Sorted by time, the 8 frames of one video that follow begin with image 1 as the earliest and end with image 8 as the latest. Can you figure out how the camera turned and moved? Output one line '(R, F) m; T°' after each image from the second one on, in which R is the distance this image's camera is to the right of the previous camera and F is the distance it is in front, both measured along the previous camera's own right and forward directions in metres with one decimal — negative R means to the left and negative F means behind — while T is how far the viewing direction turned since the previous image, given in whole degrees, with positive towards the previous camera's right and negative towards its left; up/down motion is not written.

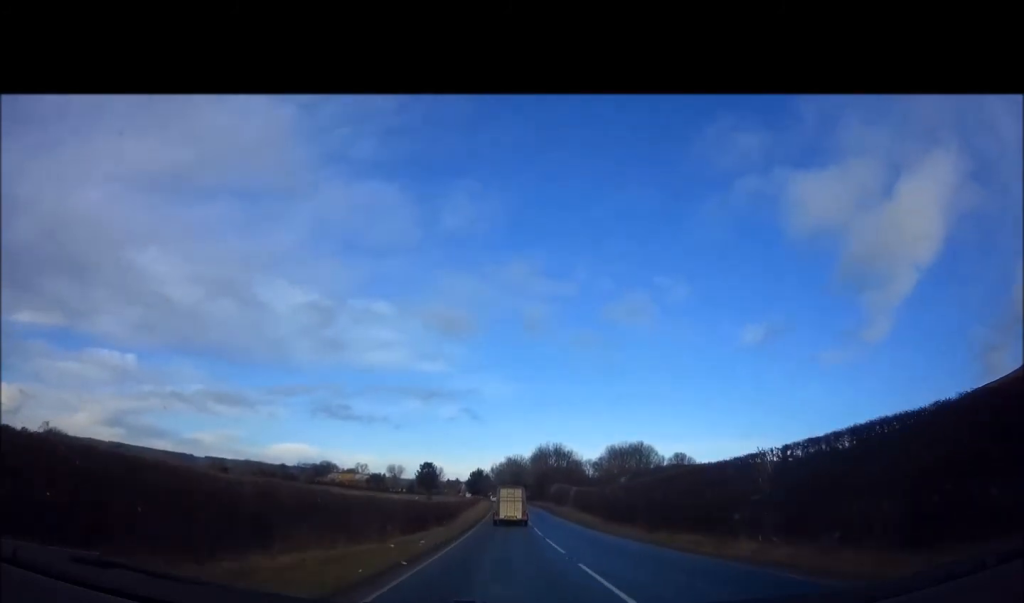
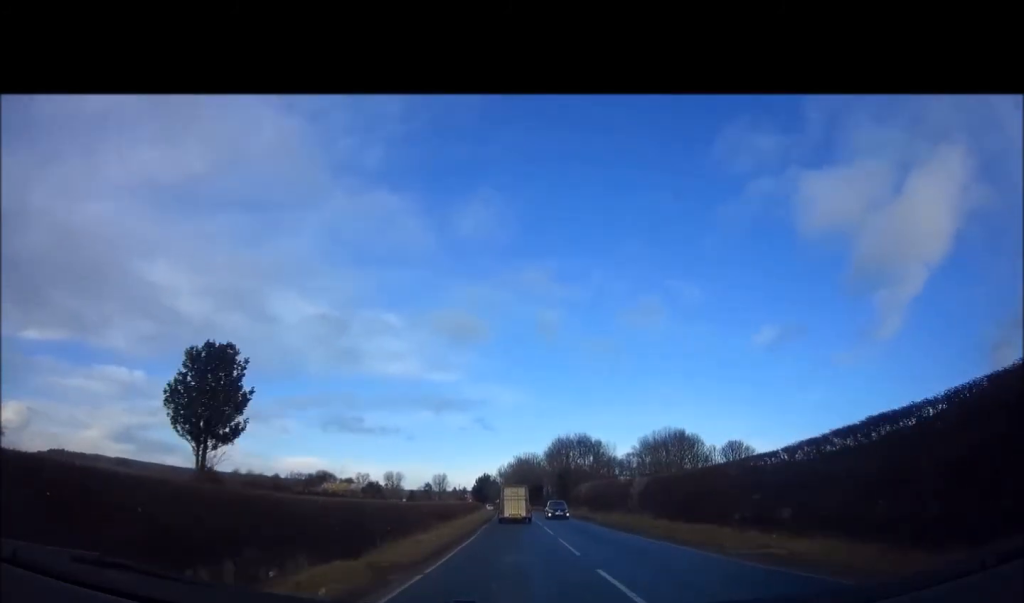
(+0.1, +28.0) m; -1°
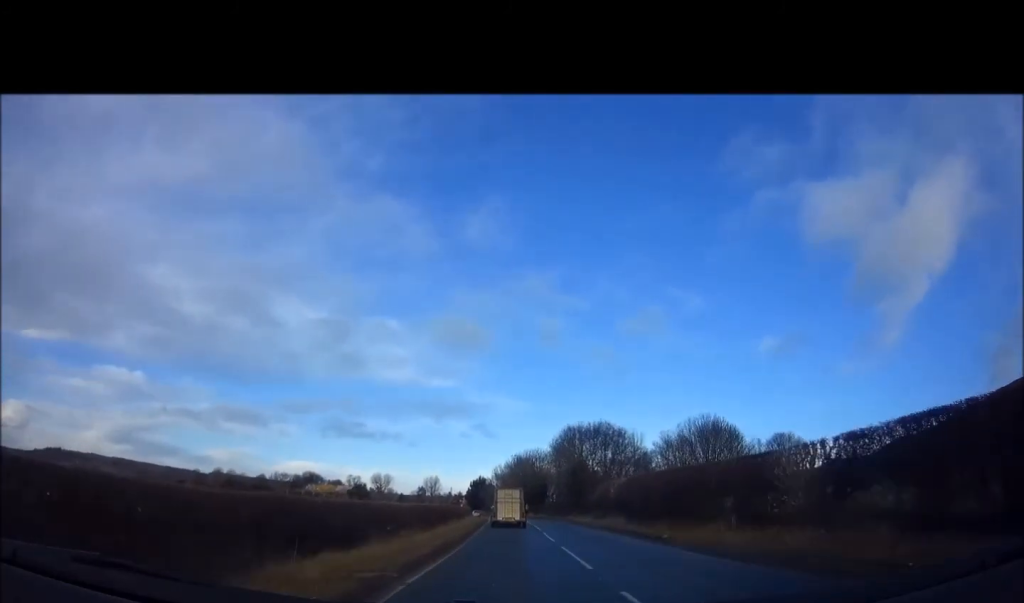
(0.0, +18.7) m; -1°
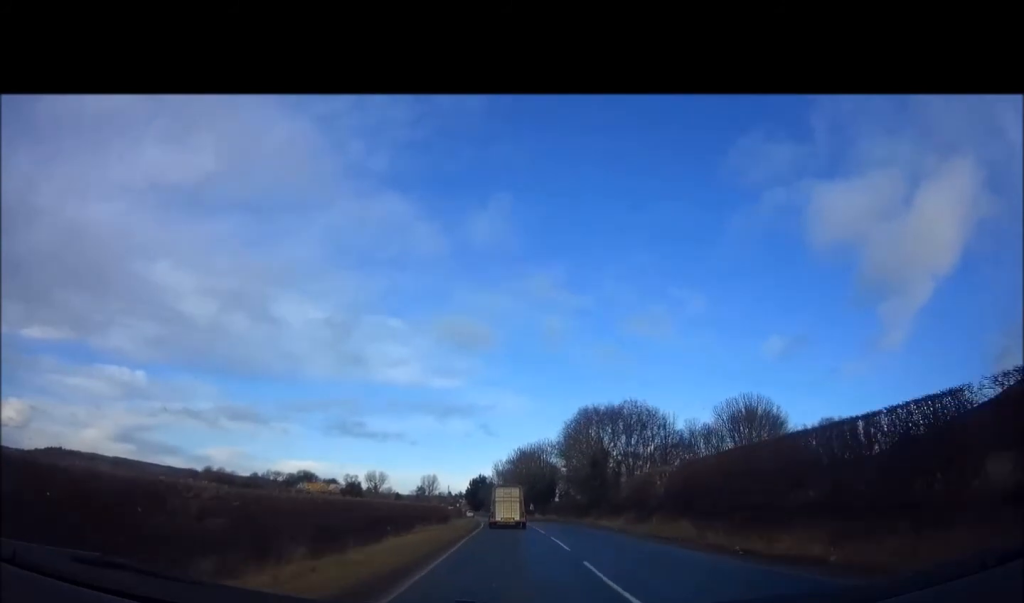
(-0.2, +13.4) m; 0°
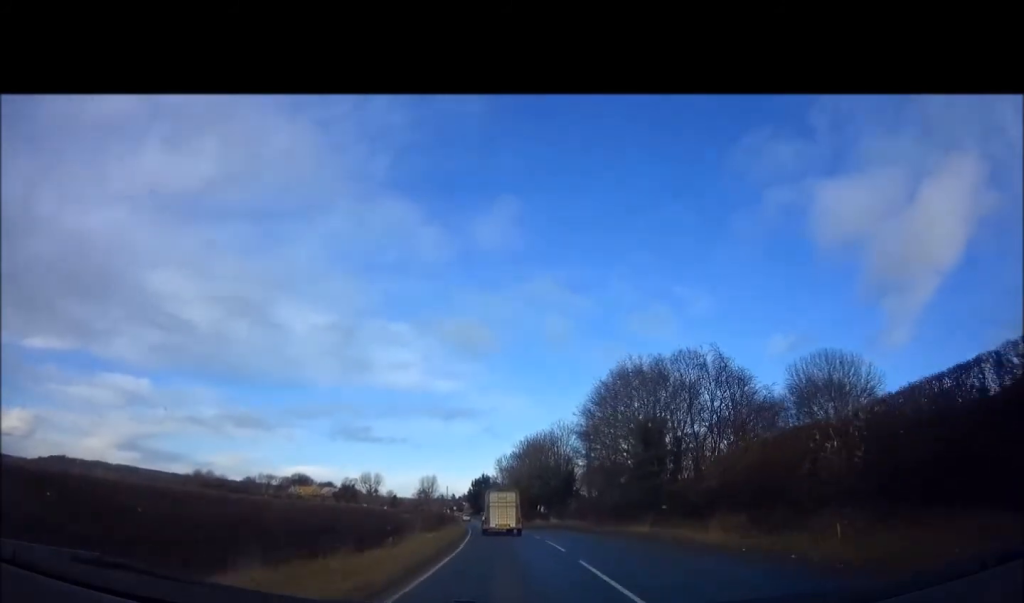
(+0.1, +17.6) m; 0°
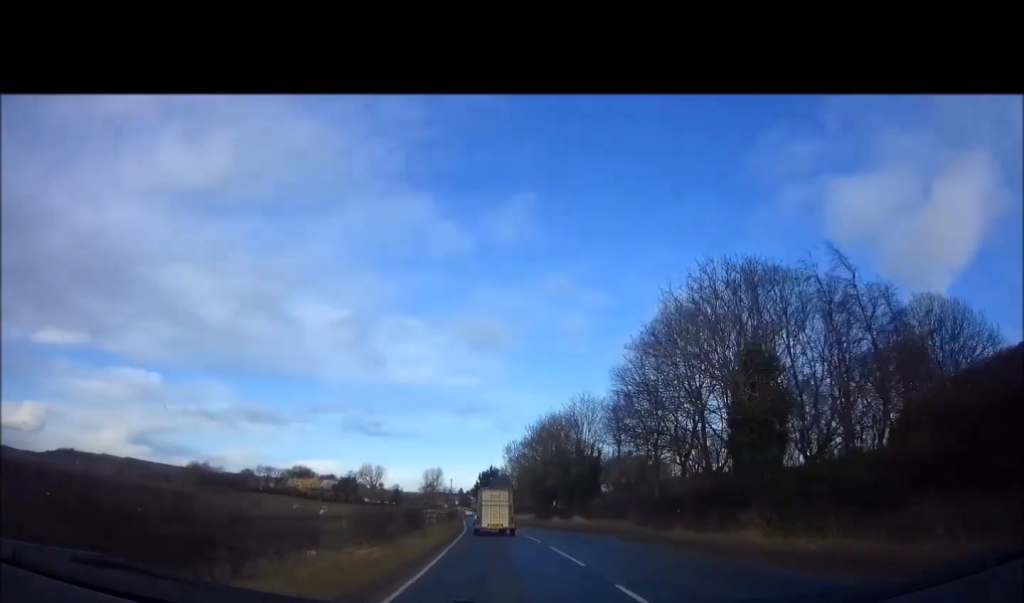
(-0.1, +13.2) m; -1°
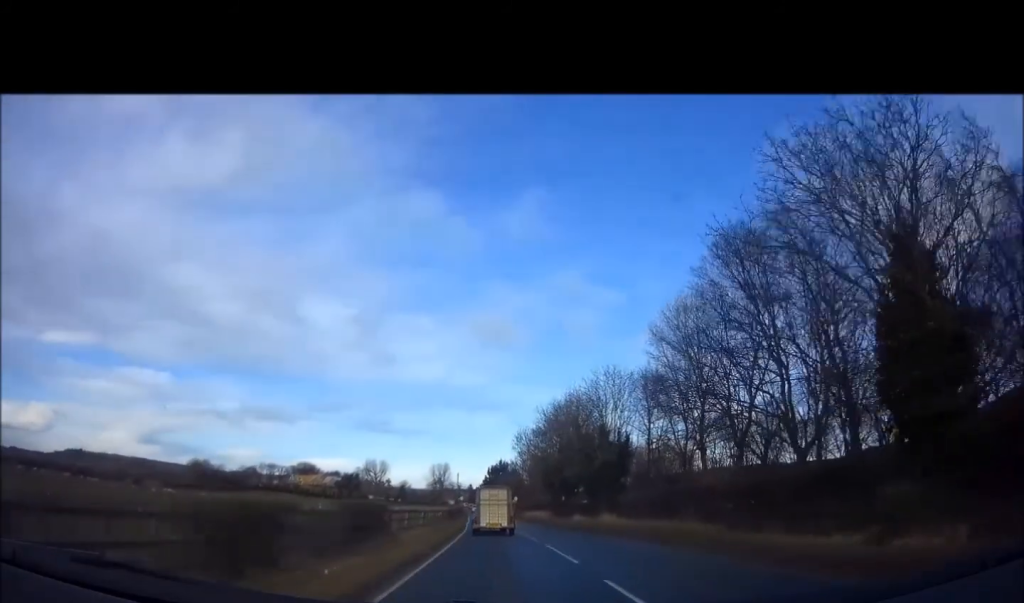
(-0.1, +8.6) m; -1°
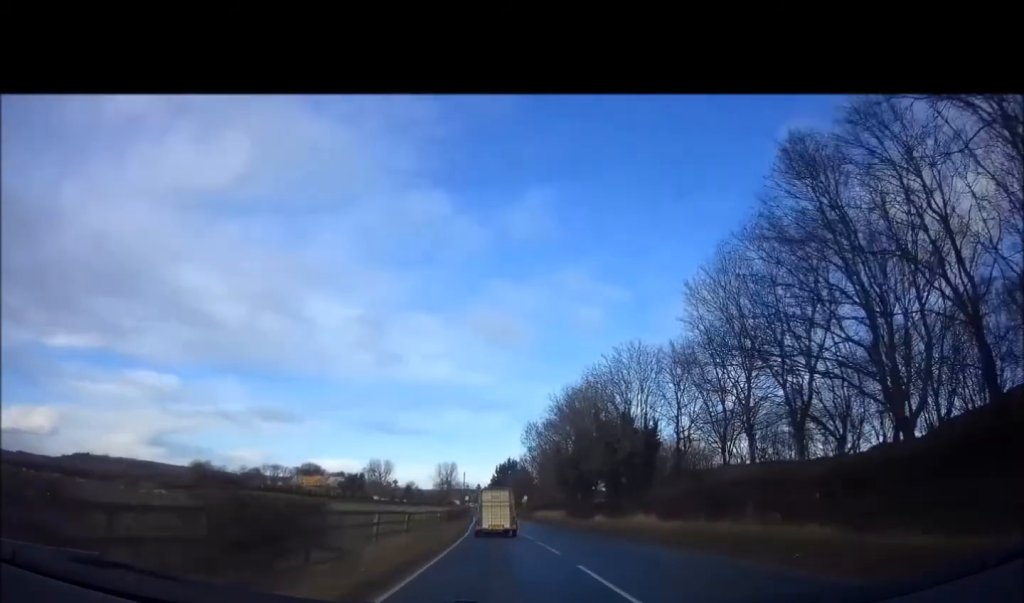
(0.0, +6.2) m; -1°
